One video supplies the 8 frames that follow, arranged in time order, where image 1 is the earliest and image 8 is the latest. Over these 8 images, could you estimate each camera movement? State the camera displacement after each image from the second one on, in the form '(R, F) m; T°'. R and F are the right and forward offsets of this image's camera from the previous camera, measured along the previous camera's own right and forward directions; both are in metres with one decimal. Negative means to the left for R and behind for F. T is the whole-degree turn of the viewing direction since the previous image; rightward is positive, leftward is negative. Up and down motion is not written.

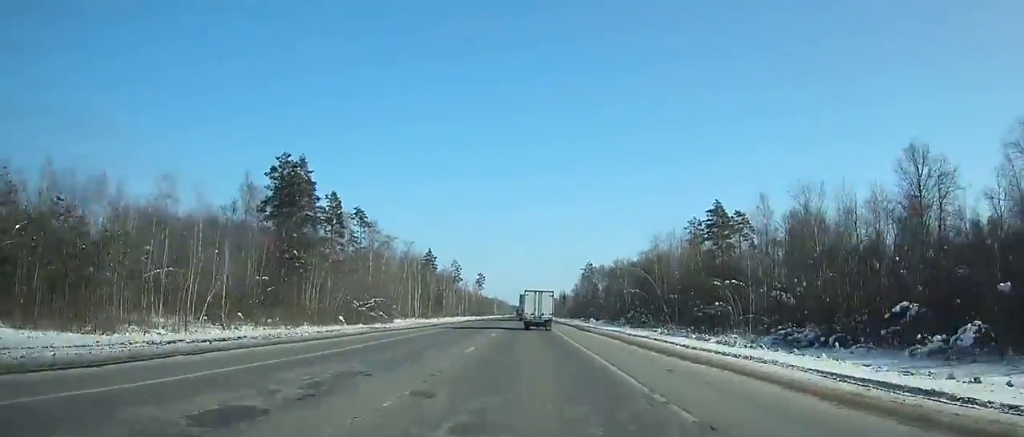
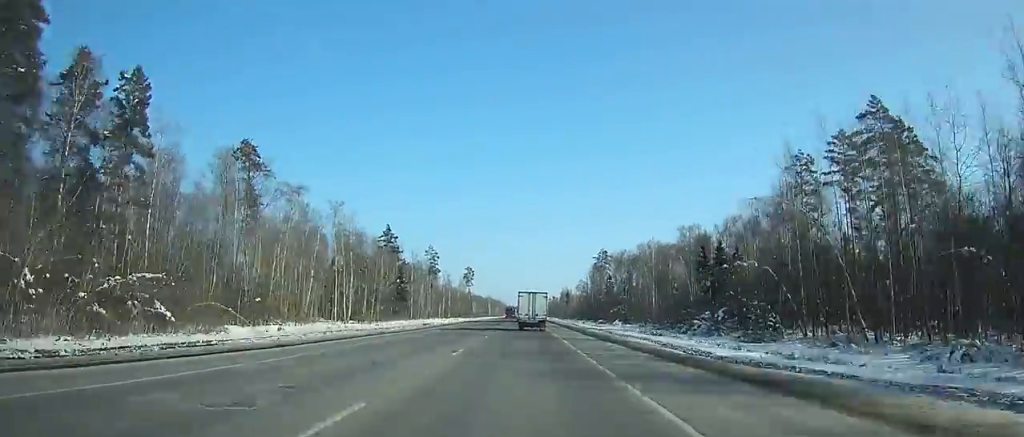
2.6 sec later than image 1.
(+0.2, +61.6) m; 0°
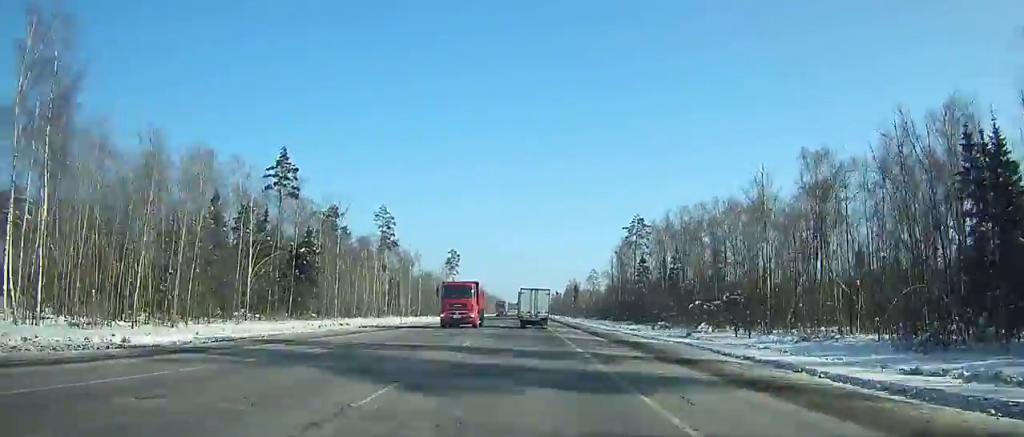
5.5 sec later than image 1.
(-0.2, +69.5) m; 0°
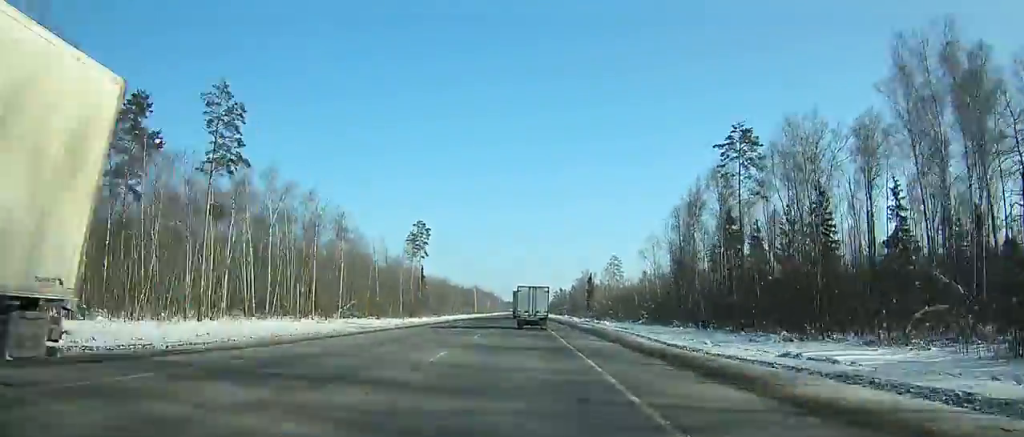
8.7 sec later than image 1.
(+0.2, +77.3) m; 0°
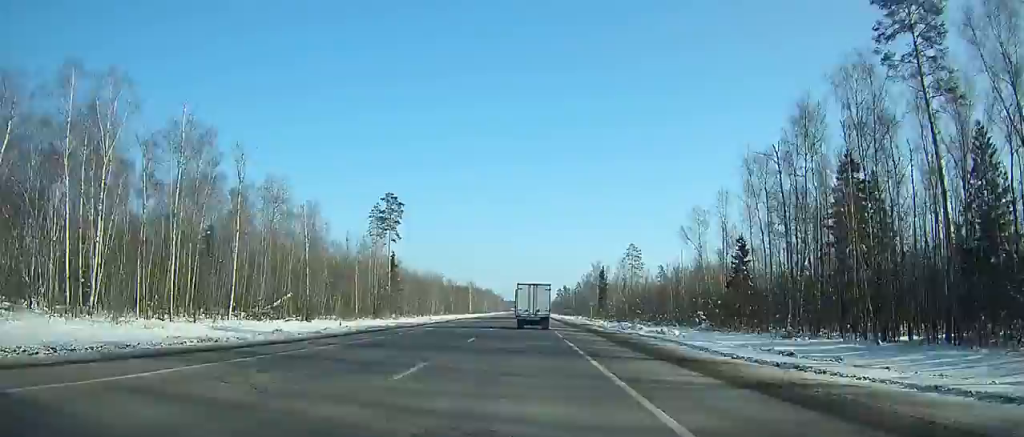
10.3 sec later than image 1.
(-0.1, +38.7) m; 0°
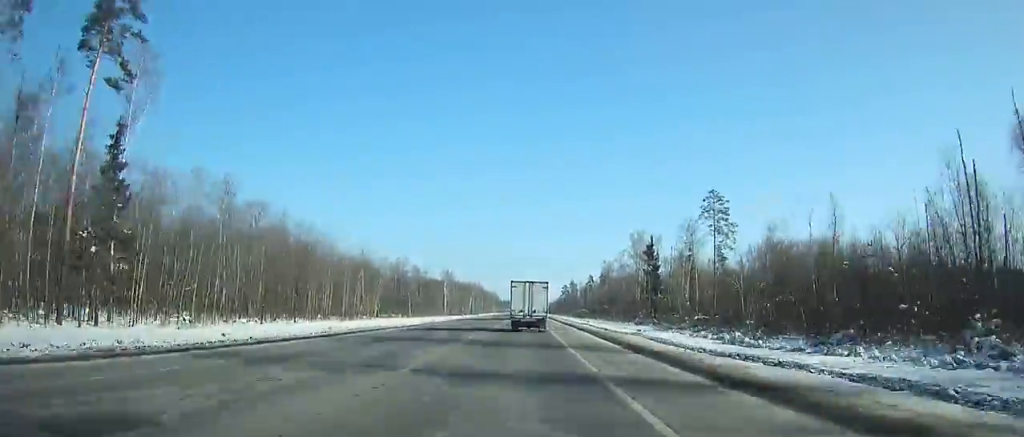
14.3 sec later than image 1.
(-0.2, +96.5) m; 0°
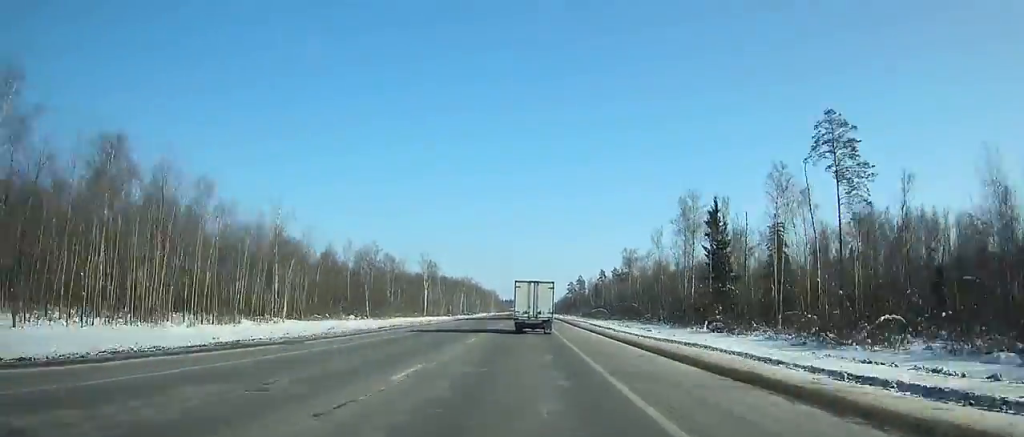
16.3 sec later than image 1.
(0.0, +48.1) m; 0°
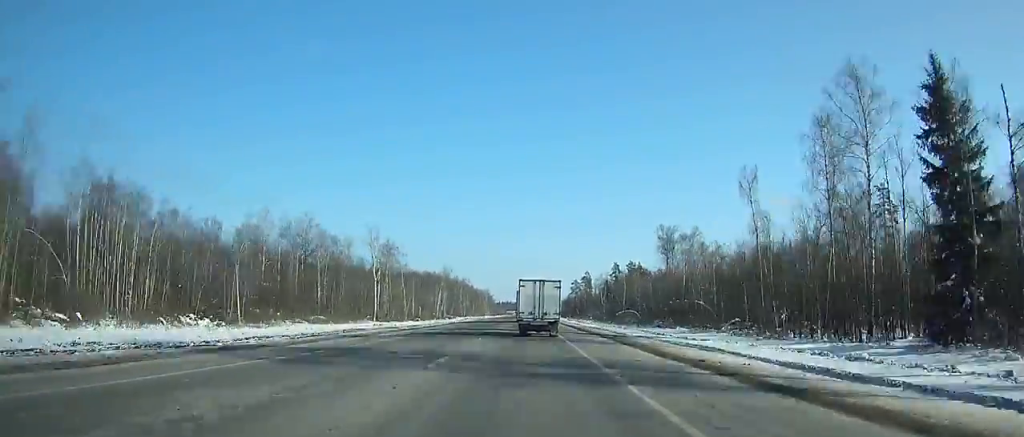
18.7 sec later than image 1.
(0.0, +57.5) m; 0°
